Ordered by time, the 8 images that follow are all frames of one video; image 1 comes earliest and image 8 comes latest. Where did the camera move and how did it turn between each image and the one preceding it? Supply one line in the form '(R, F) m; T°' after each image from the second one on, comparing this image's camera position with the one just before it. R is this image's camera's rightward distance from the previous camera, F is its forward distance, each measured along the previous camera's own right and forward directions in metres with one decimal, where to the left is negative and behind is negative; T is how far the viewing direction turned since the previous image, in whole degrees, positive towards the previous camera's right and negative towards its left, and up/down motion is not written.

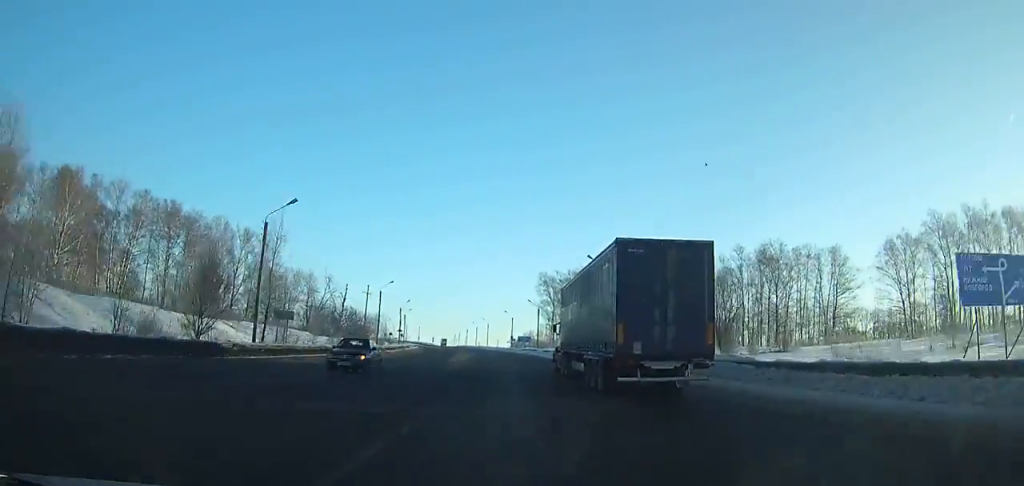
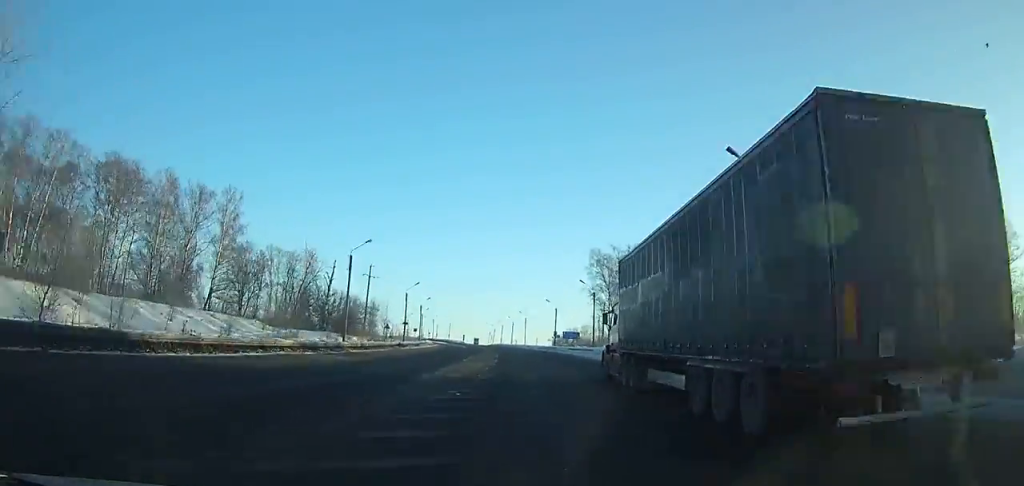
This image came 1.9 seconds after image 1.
(-0.7, +34.5) m; -2°
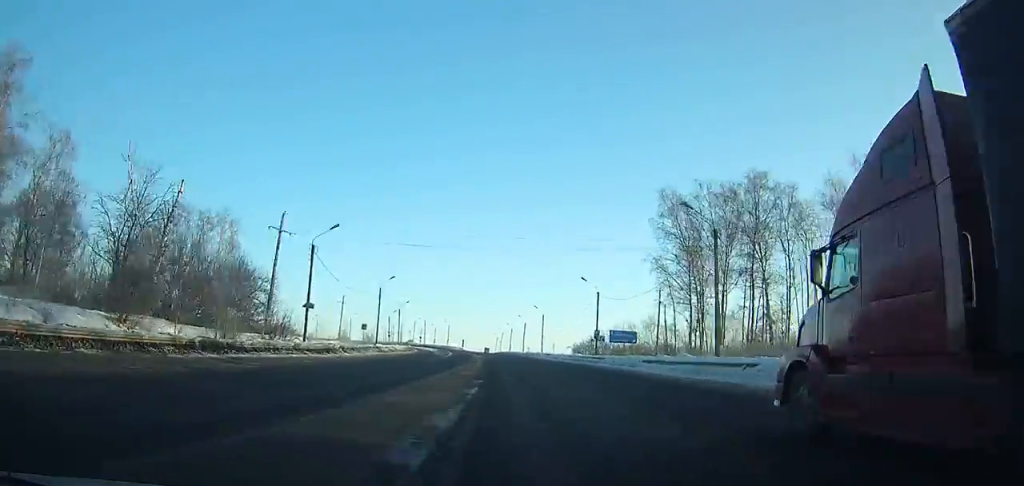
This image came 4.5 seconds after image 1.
(-1.0, +48.3) m; -3°
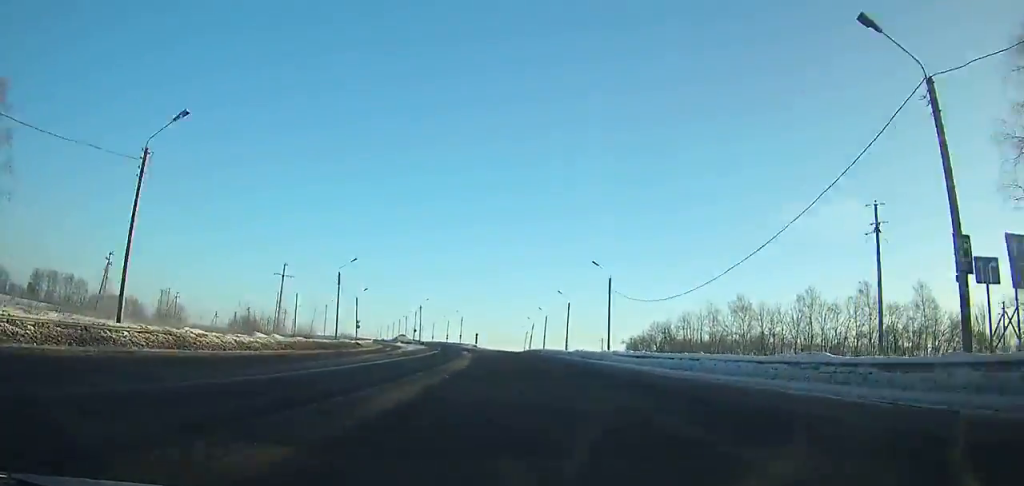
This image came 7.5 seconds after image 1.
(-1.4, +57.1) m; -2°
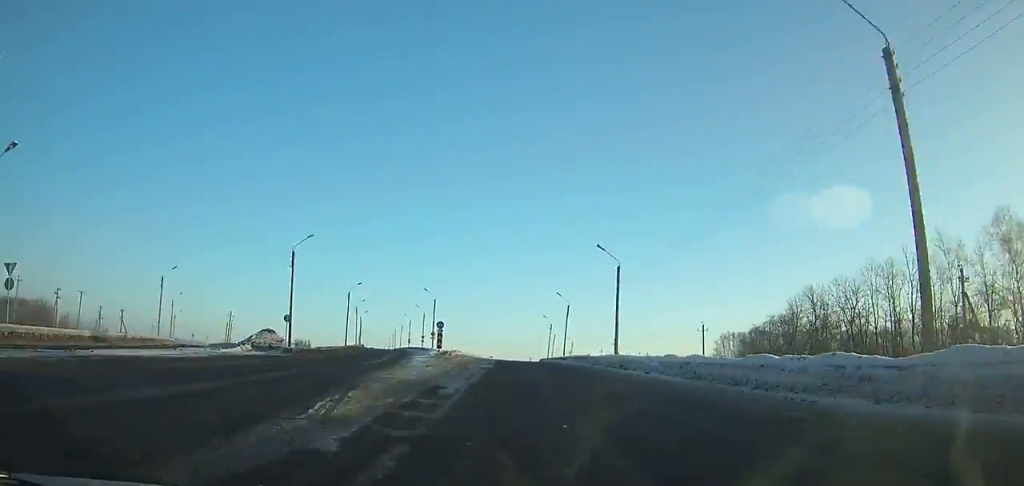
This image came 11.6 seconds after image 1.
(-1.3, +79.0) m; -1°
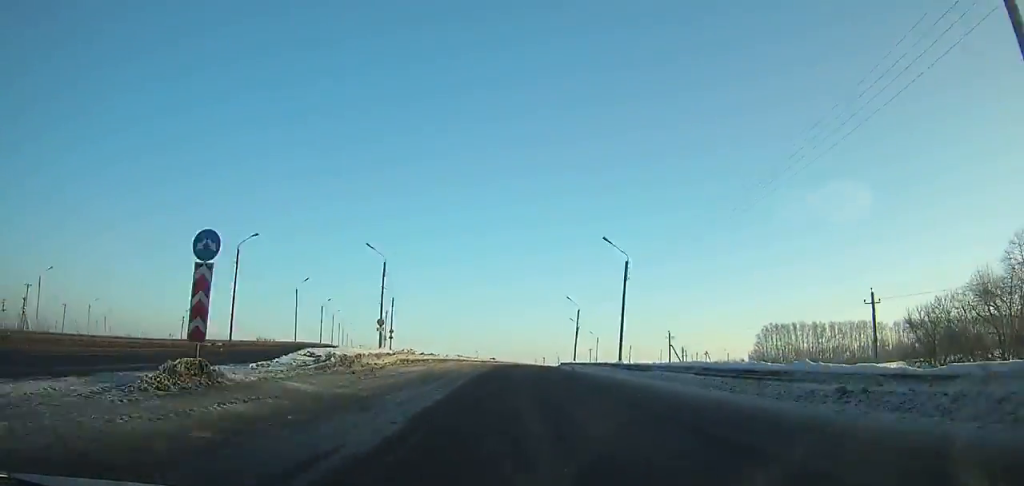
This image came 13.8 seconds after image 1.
(-0.2, +42.3) m; 0°
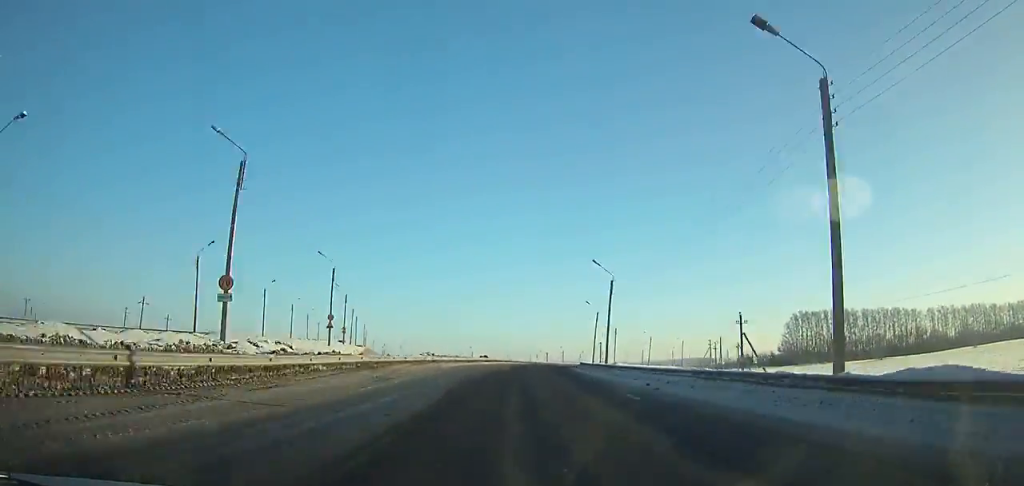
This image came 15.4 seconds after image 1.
(-0.4, +30.6) m; +1°
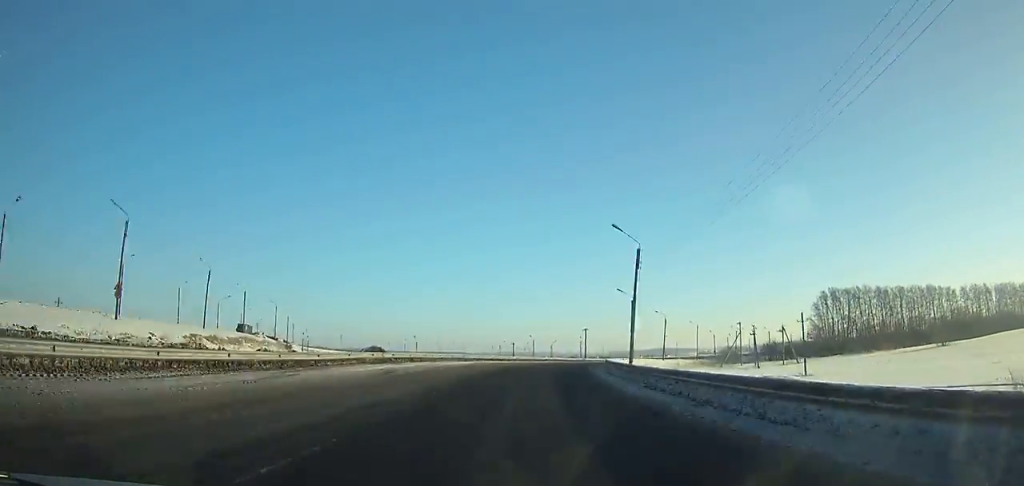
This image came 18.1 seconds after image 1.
(+1.7, +51.0) m; +6°
